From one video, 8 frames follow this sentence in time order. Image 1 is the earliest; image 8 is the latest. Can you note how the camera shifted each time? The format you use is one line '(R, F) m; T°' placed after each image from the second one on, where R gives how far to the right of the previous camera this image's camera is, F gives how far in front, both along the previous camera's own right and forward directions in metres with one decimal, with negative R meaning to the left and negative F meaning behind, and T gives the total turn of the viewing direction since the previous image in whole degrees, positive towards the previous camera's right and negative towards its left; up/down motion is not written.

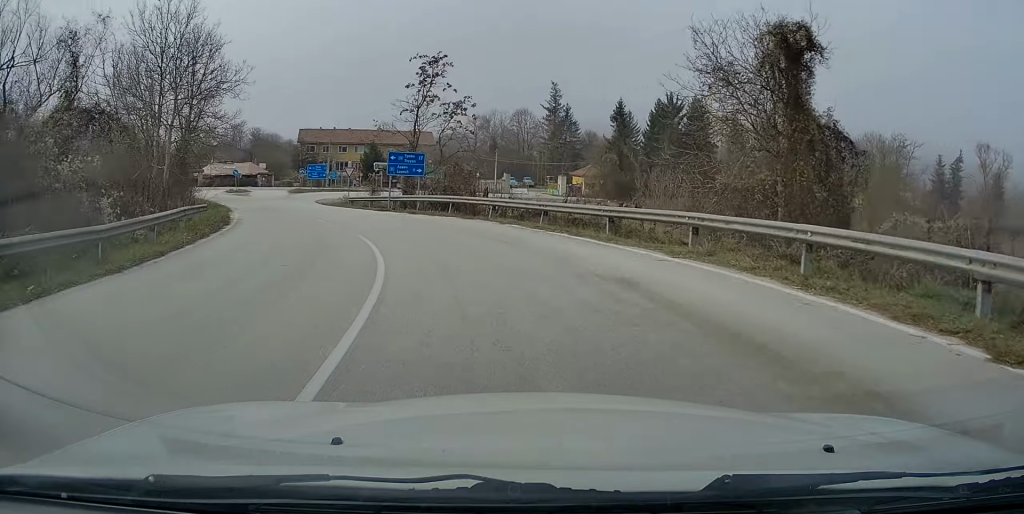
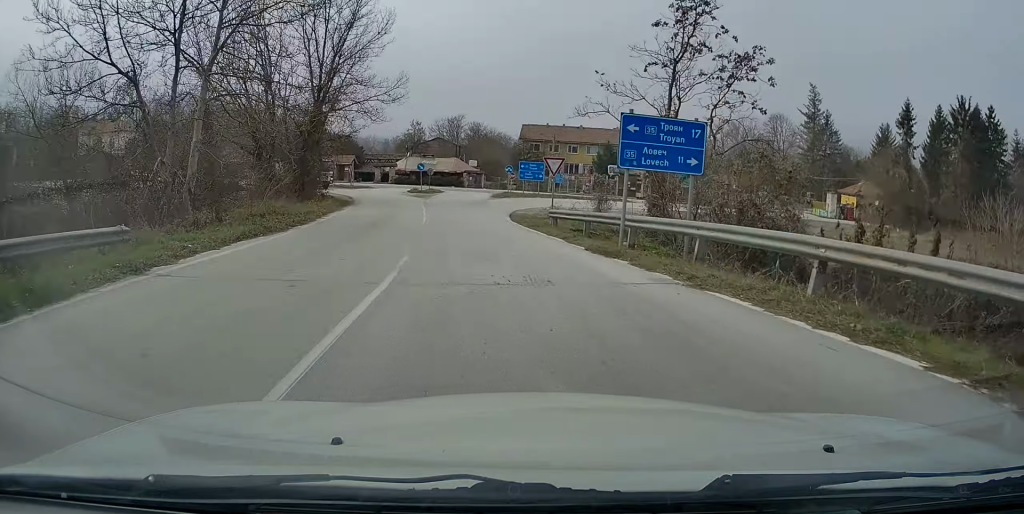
(-2.9, +17.9) m; -18°
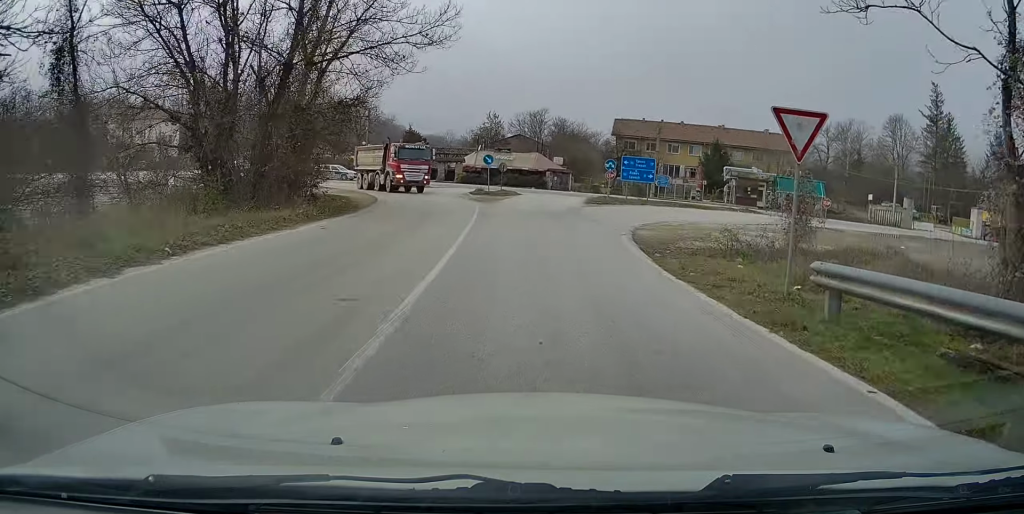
(-1.4, +15.3) m; -6°
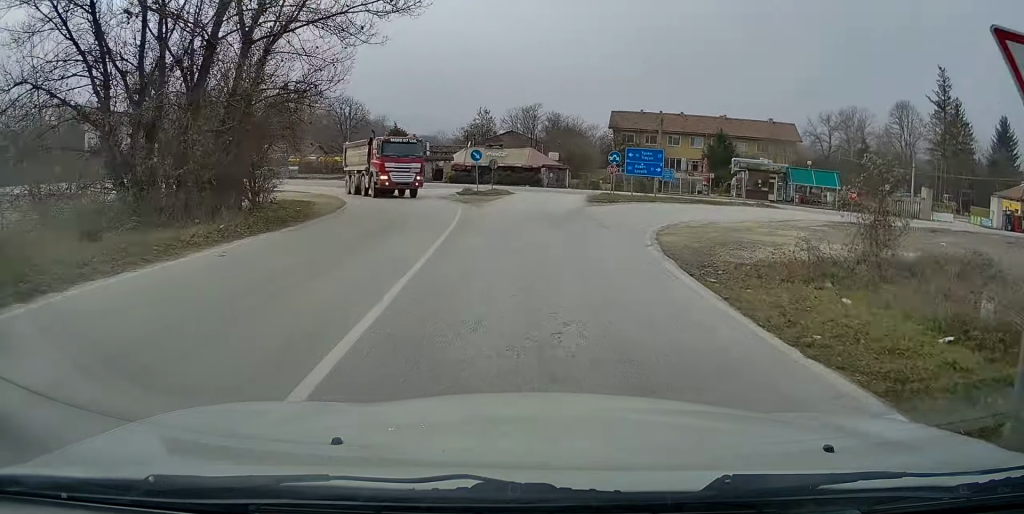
(+0.1, +4.8) m; -1°
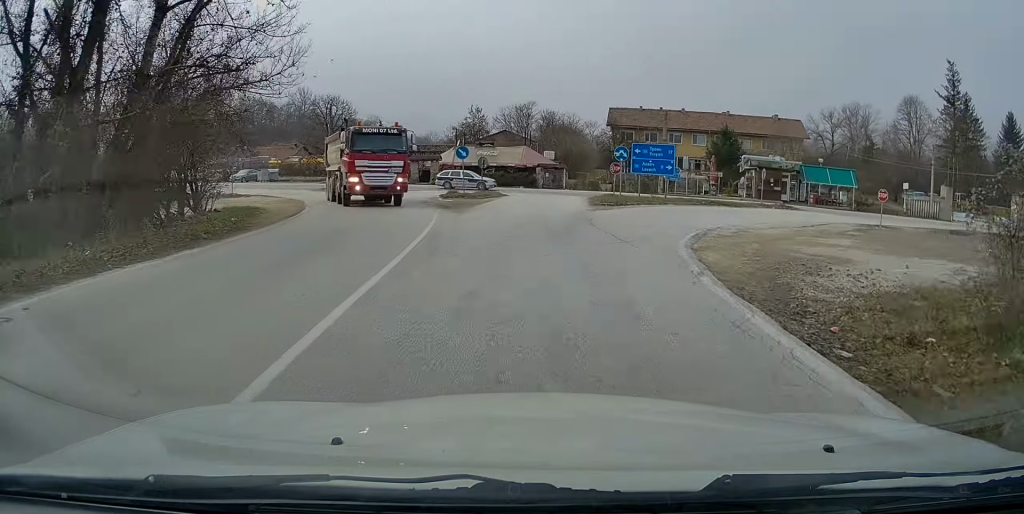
(0.0, +4.6) m; 0°
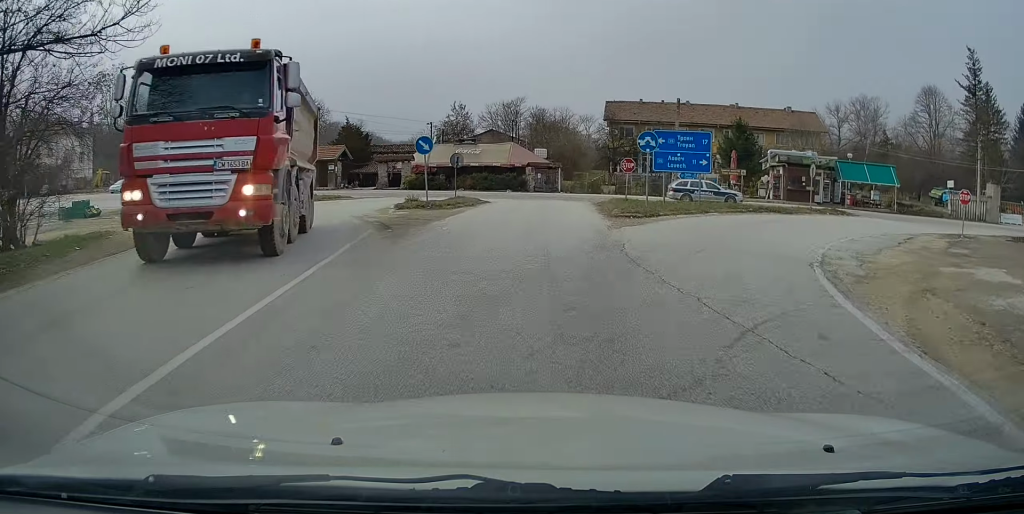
(-0.3, +9.2) m; 0°
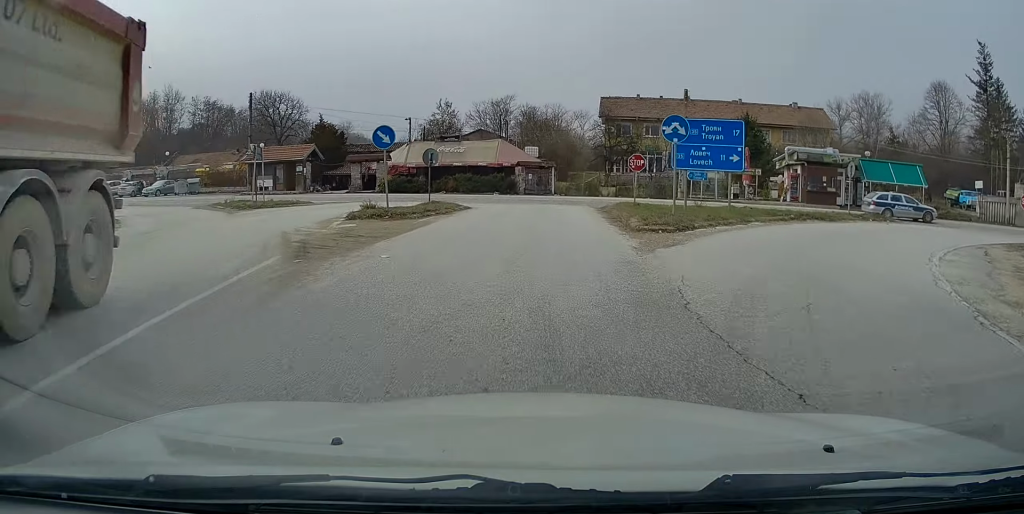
(+0.2, +5.1) m; +1°
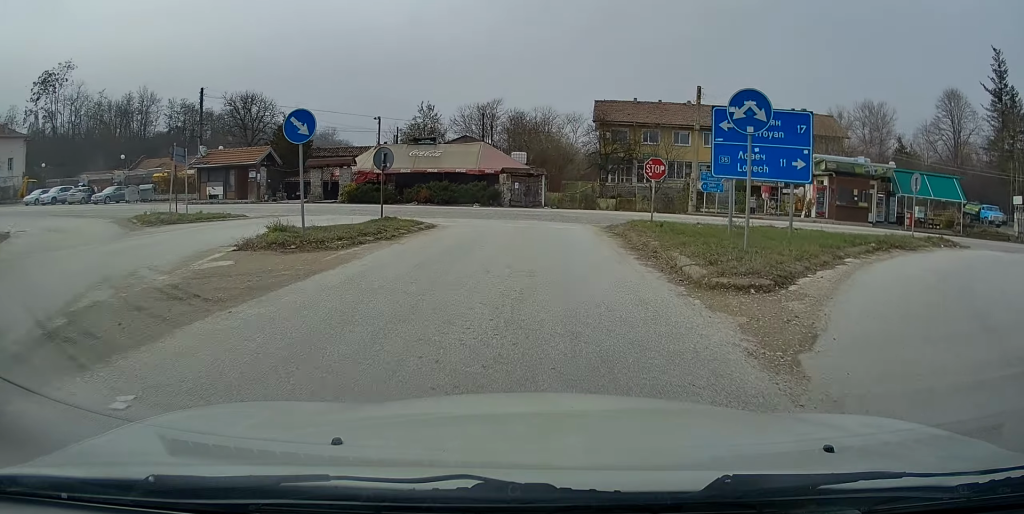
(+0.1, +6.1) m; +1°
